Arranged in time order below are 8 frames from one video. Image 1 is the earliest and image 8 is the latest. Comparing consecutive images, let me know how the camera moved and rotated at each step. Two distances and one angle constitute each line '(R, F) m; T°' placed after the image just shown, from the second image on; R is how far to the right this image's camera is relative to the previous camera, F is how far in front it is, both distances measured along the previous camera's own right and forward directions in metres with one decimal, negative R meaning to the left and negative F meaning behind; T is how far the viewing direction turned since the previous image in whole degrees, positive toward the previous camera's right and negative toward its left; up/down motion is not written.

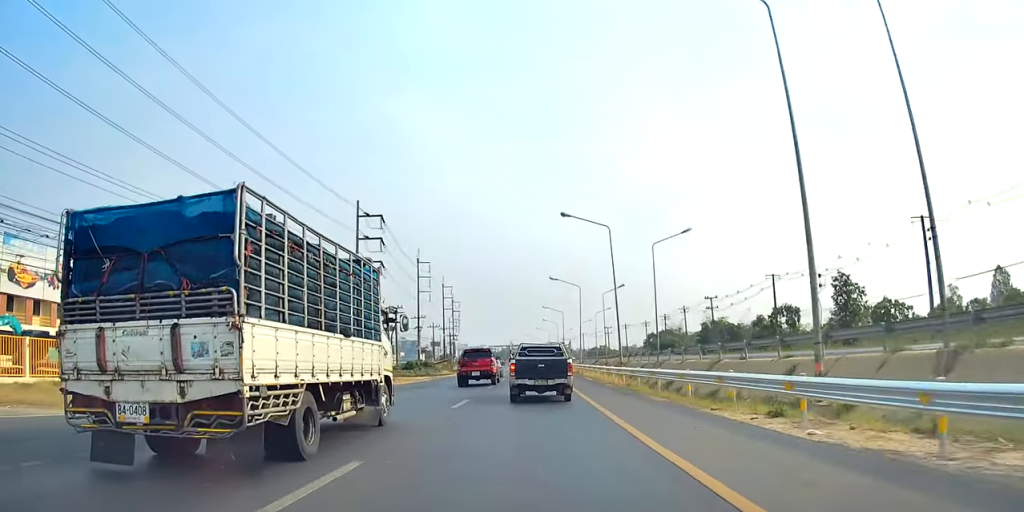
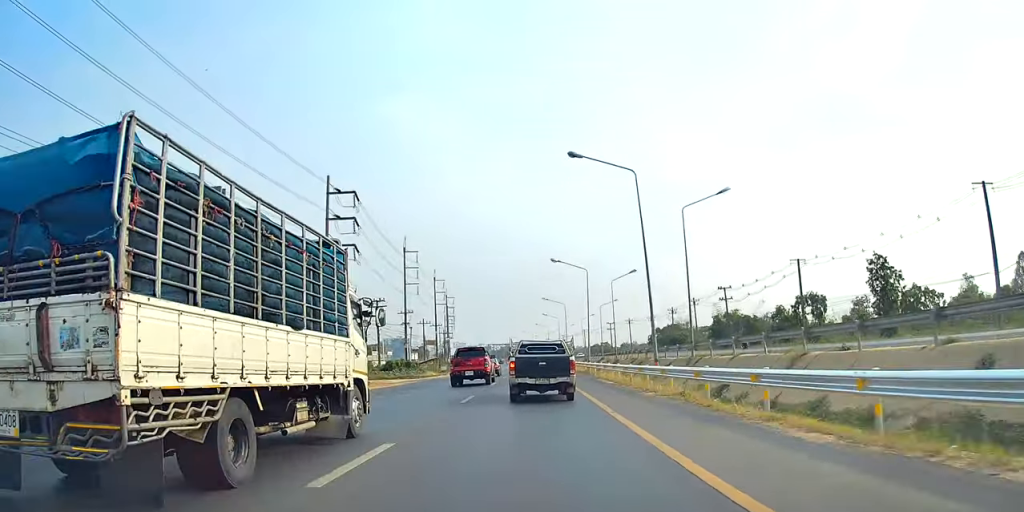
(0.0, +10.5) m; 0°
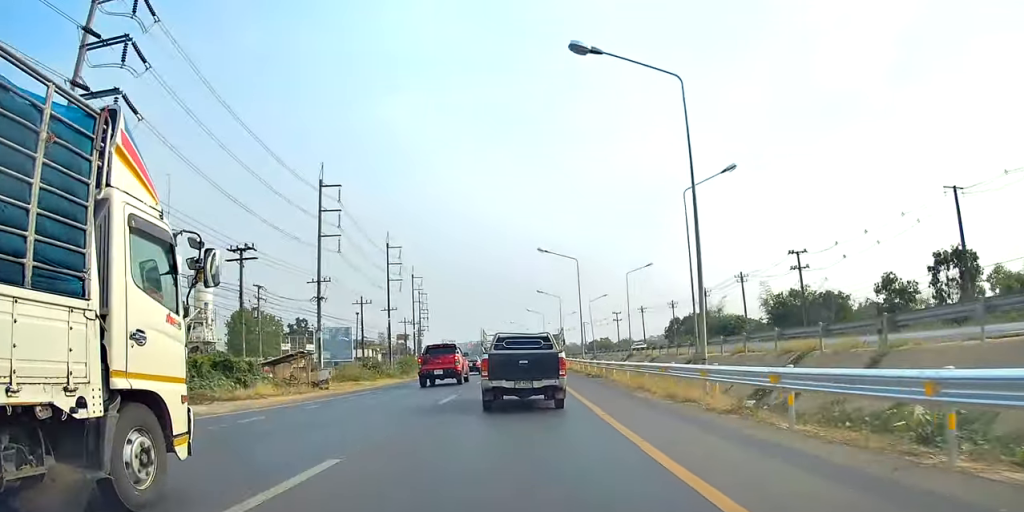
(0.0, +38.8) m; -1°
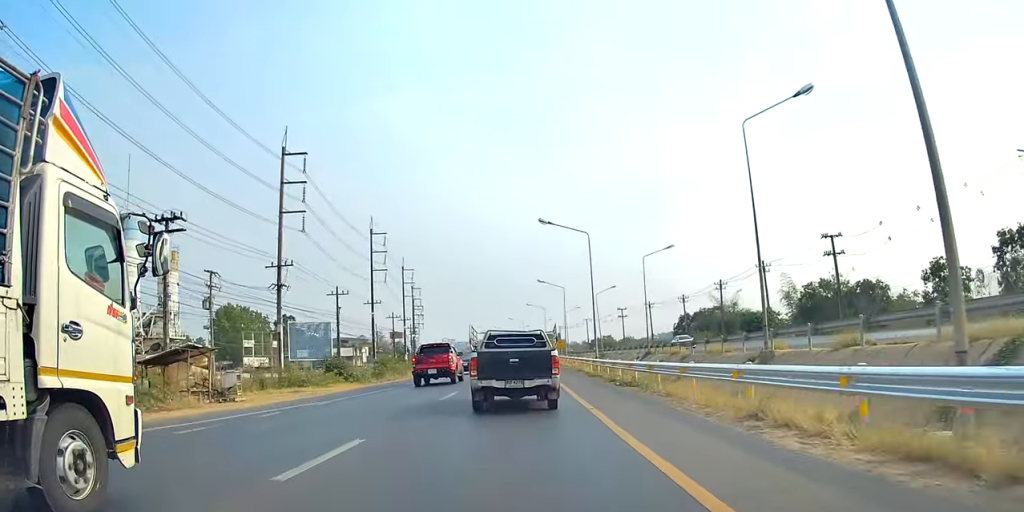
(-0.1, +10.4) m; 0°
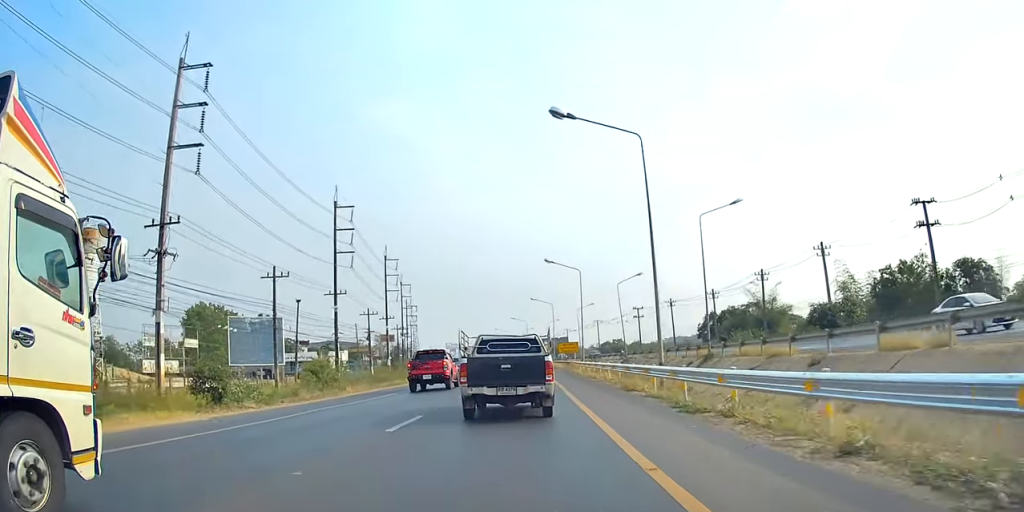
(+0.1, +20.1) m; +1°
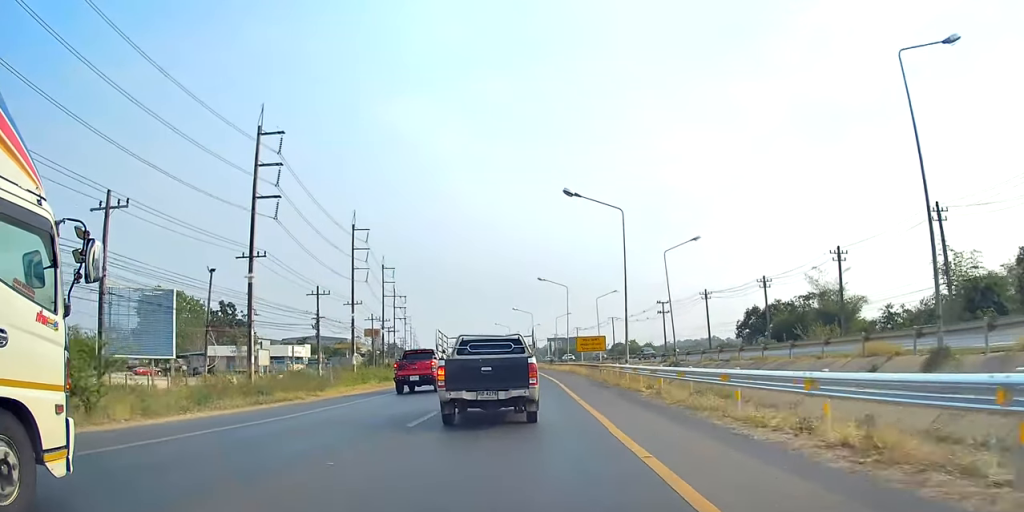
(0.0, +24.5) m; -1°
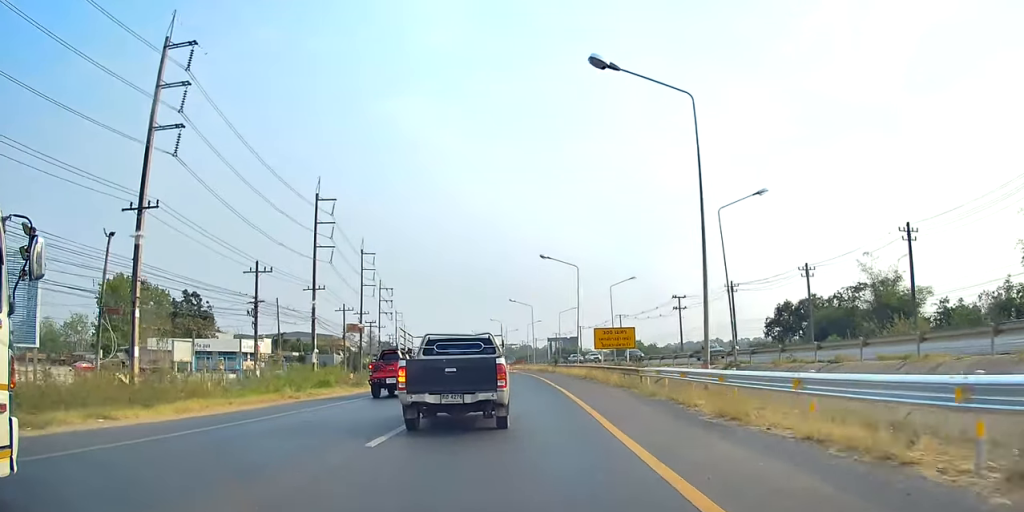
(+0.1, +14.8) m; -1°
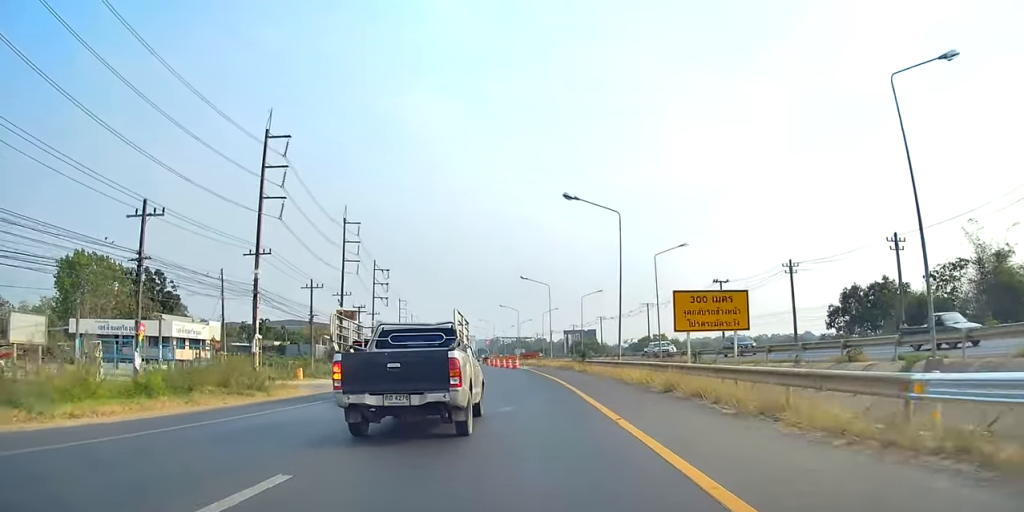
(-0.3, +19.0) m; -1°
